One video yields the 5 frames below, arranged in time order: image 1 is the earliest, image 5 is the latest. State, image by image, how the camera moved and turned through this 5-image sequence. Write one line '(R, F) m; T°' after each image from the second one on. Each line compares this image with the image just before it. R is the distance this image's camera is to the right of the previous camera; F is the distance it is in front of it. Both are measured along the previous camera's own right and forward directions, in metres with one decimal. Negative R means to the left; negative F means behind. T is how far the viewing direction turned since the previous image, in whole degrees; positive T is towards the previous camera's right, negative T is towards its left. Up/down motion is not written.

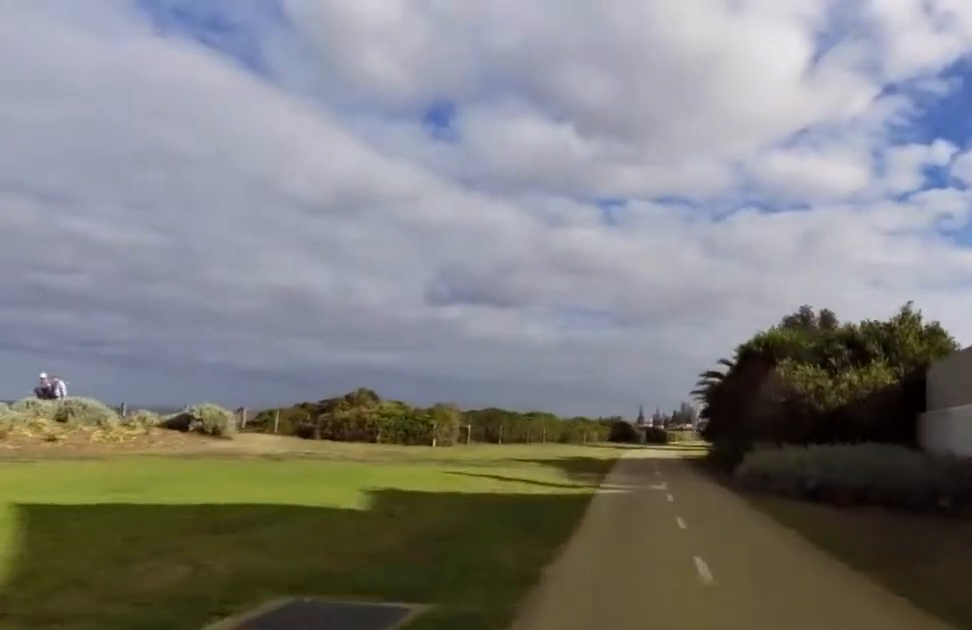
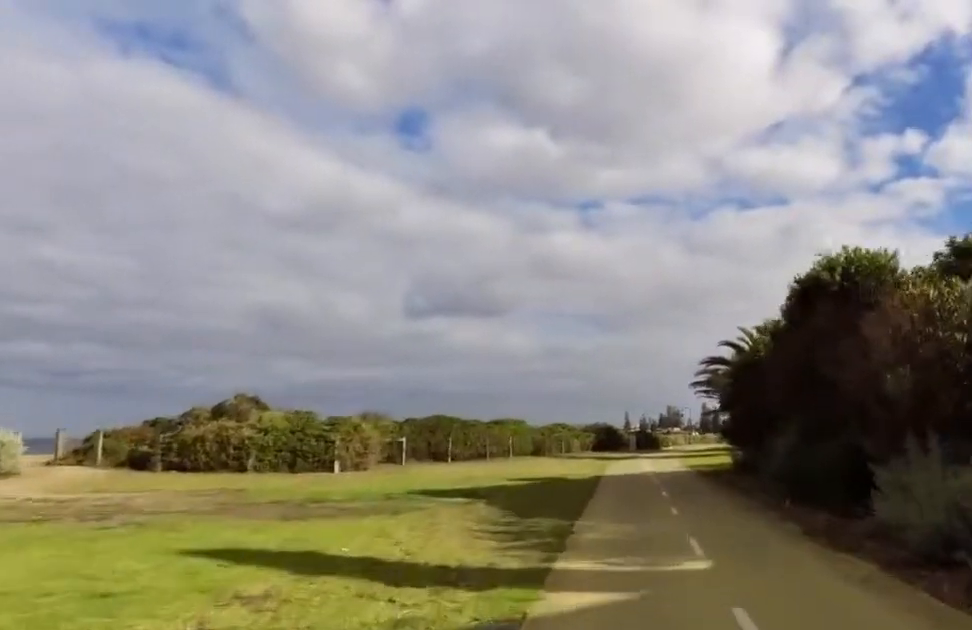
(+0.3, +8.5) m; 0°
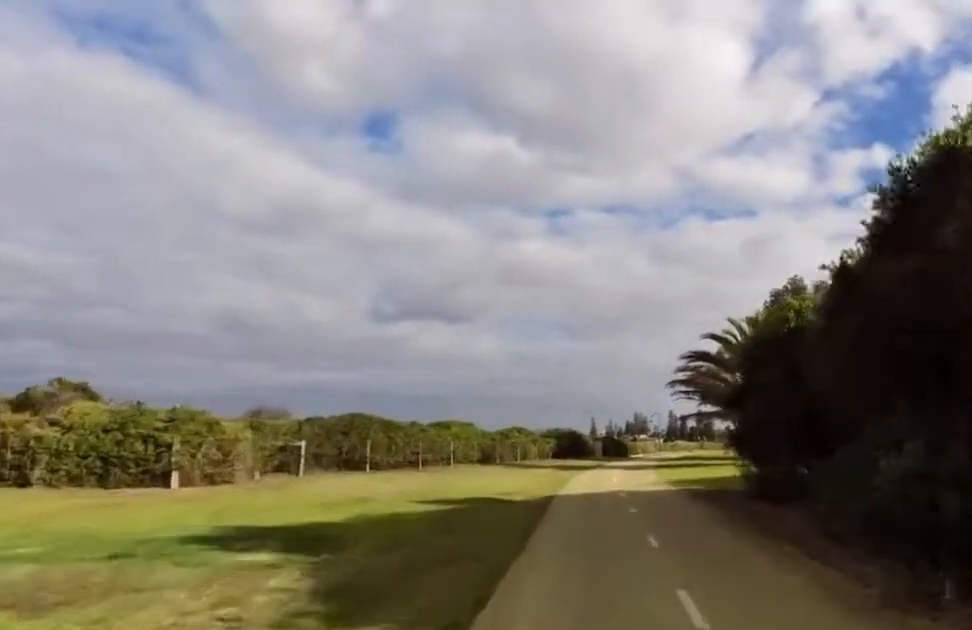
(-0.3, +5.5) m; 0°
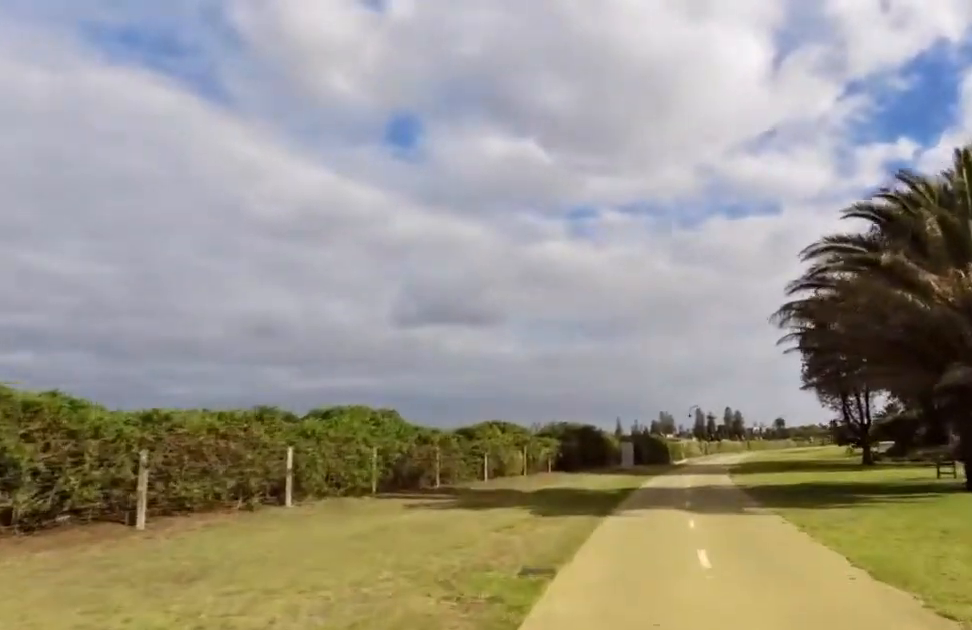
(0.0, +16.7) m; 0°
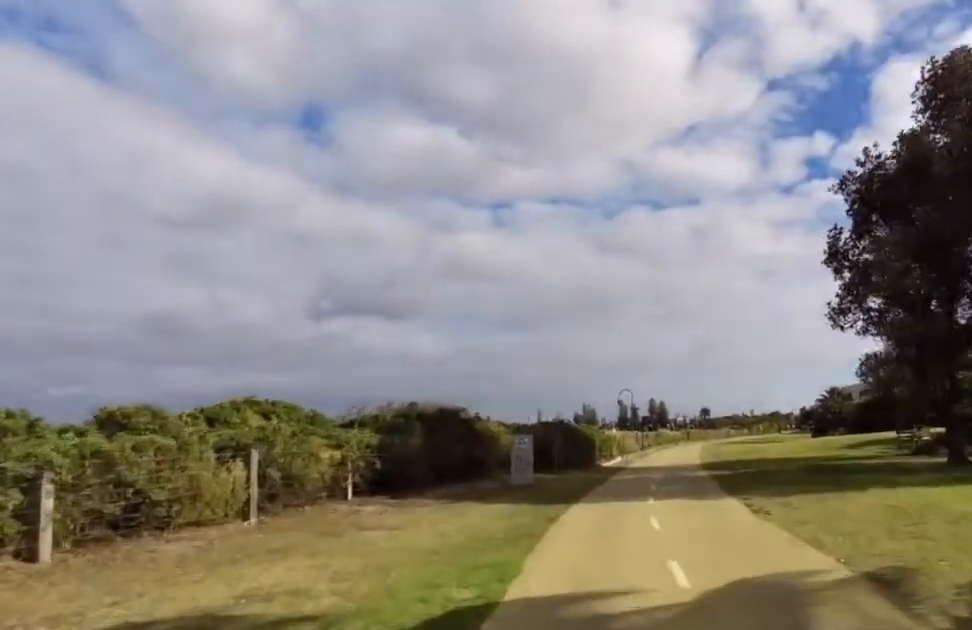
(+0.5, +13.6) m; +2°
